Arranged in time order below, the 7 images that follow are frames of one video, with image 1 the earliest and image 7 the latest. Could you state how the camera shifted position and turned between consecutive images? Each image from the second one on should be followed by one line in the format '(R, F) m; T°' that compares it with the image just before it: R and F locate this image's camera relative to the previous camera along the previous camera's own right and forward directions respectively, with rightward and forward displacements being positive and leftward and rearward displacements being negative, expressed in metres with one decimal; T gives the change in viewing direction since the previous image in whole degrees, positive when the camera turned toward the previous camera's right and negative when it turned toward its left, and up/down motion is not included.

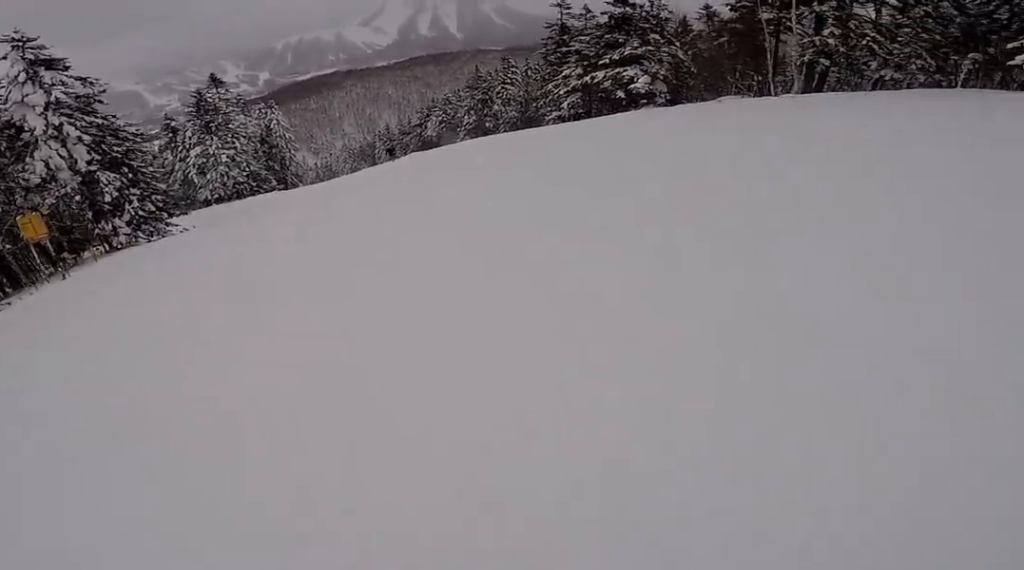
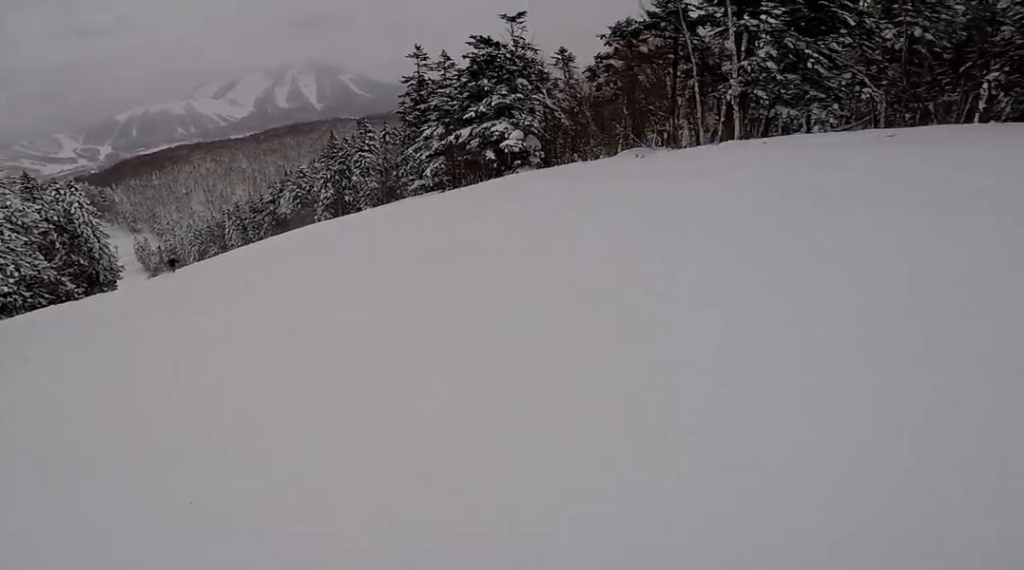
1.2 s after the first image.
(+2.6, +12.0) m; +17°
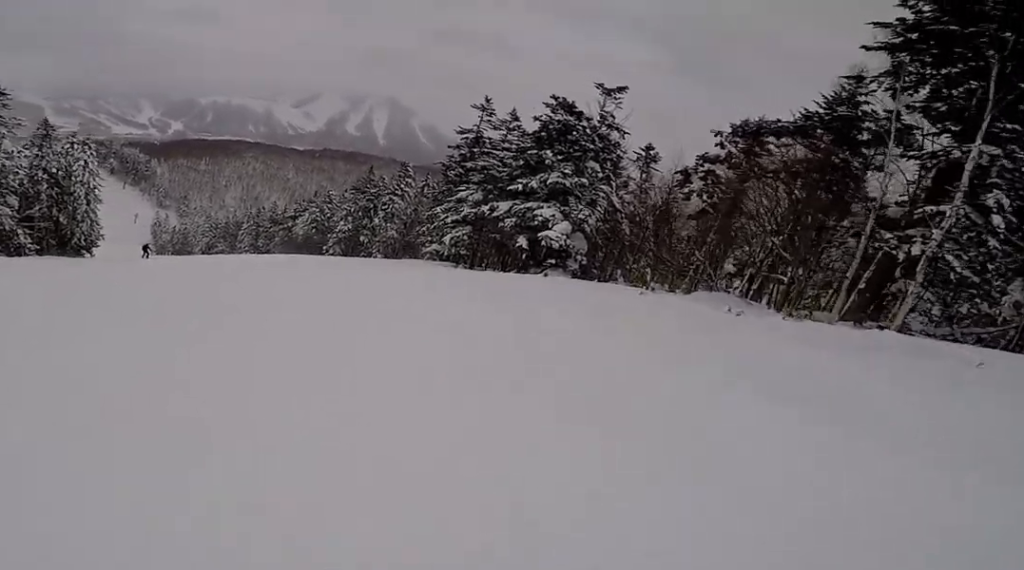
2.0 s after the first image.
(+0.2, +8.6) m; 0°
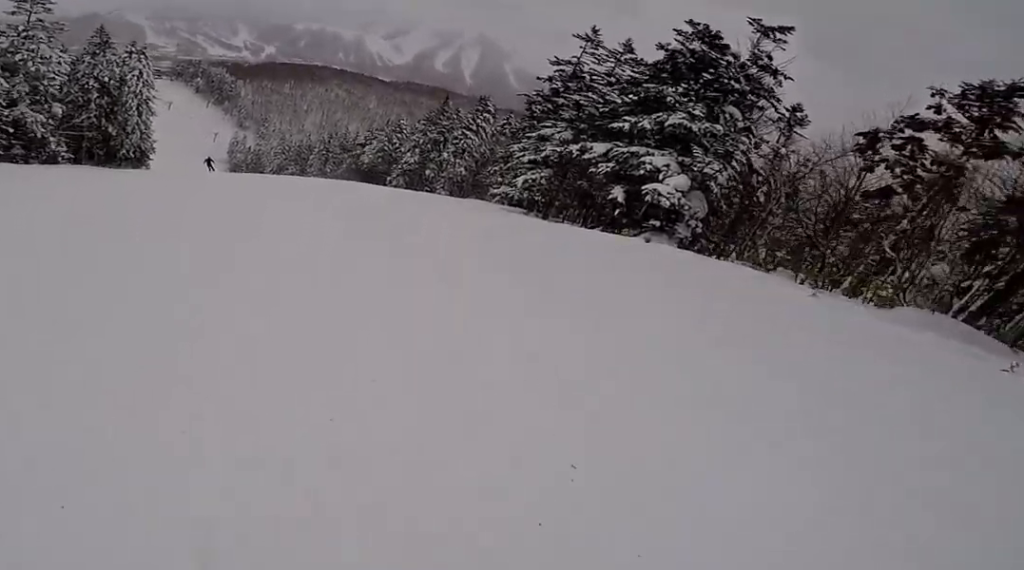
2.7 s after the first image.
(-0.1, +7.1) m; -8°
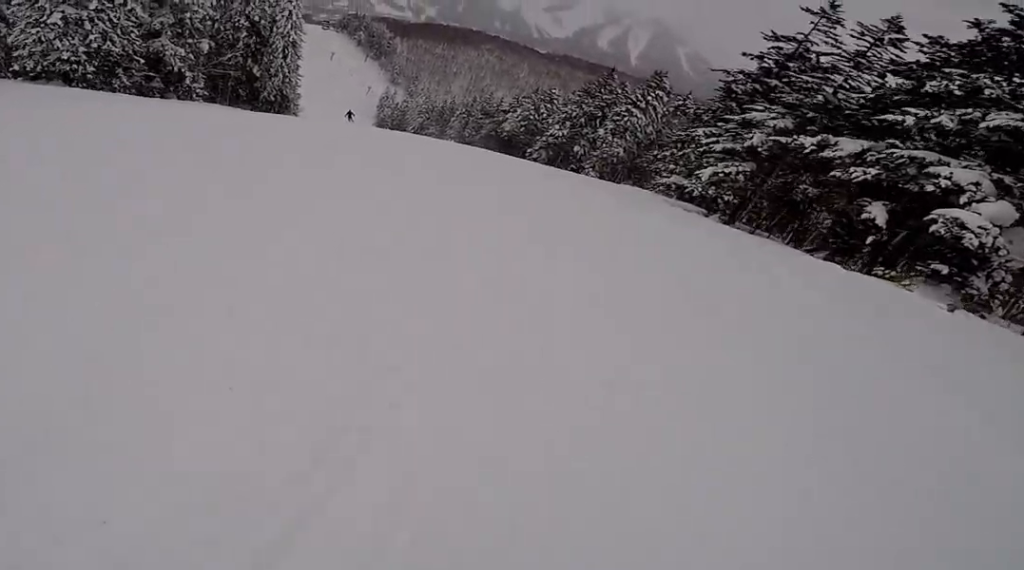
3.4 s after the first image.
(+0.2, +7.3) m; -13°
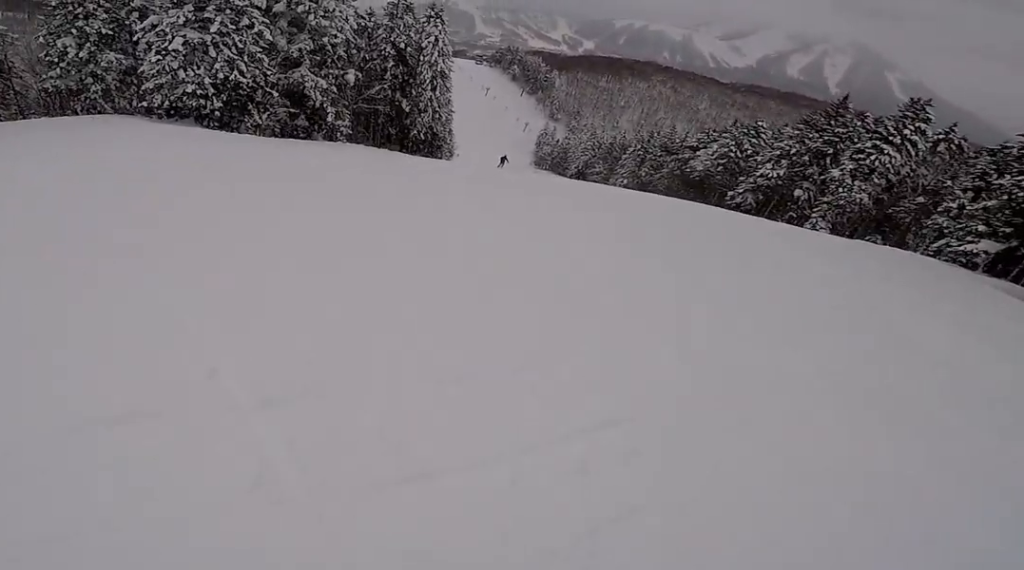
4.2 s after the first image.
(-2.4, +9.2) m; -14°
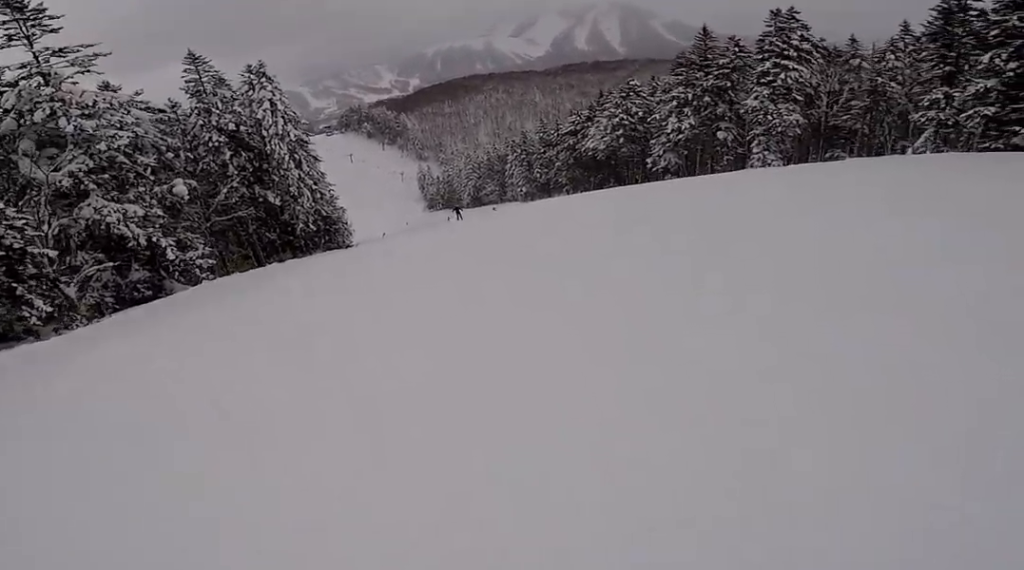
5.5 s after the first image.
(-0.1, +13.7) m; +3°
